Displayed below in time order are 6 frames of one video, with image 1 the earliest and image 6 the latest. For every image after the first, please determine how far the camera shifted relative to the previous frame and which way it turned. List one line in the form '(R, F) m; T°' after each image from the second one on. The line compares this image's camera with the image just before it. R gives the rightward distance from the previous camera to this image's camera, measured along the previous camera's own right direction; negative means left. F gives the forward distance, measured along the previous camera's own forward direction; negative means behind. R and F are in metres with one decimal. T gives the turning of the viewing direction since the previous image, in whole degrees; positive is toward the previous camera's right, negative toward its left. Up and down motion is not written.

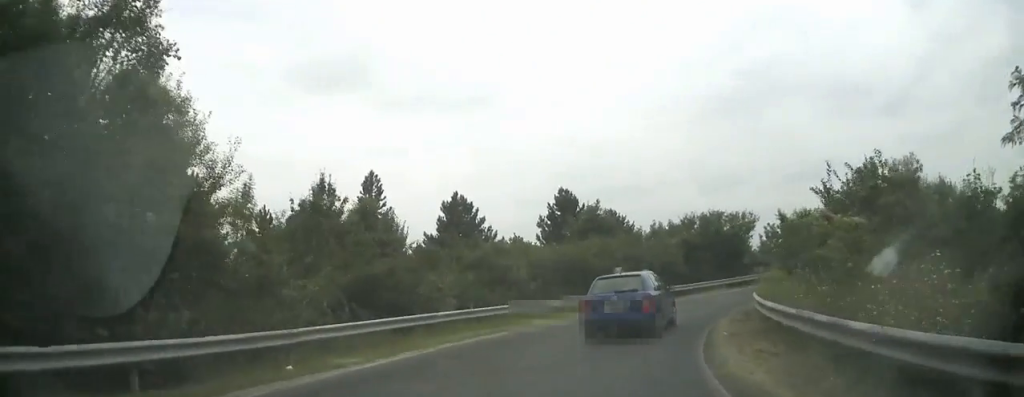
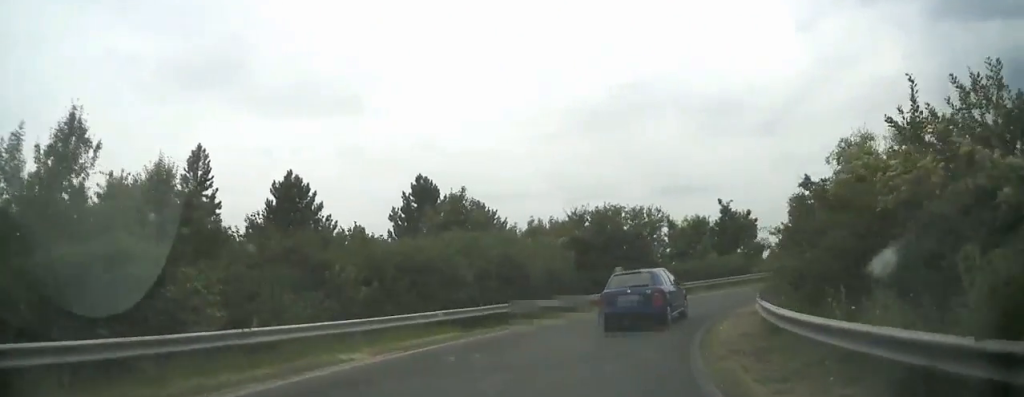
(+1.1, +8.9) m; +12°
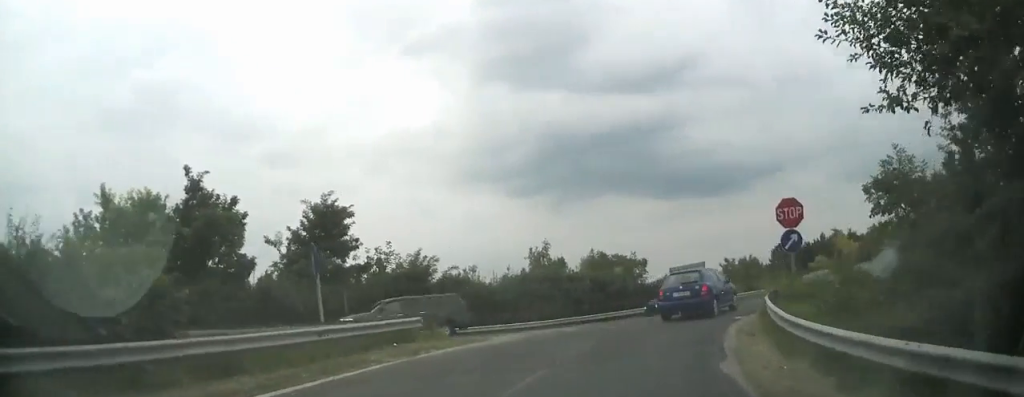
(+13.3, +27.3) m; +52°
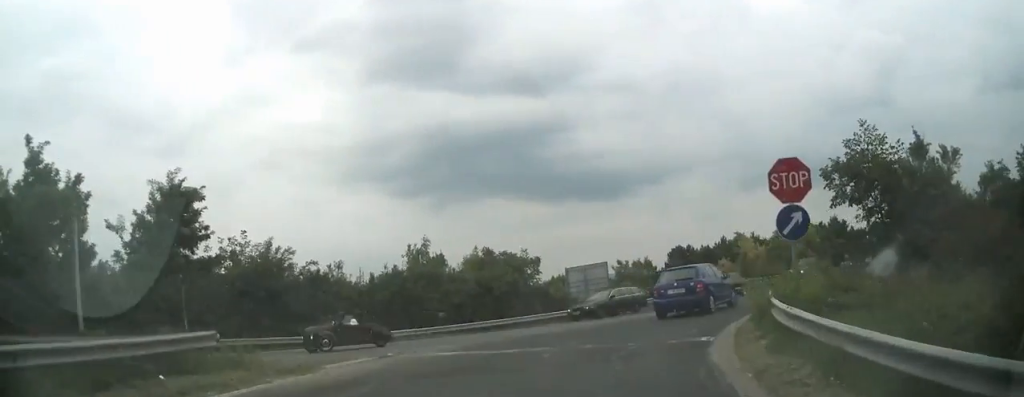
(+0.3, +7.2) m; +4°
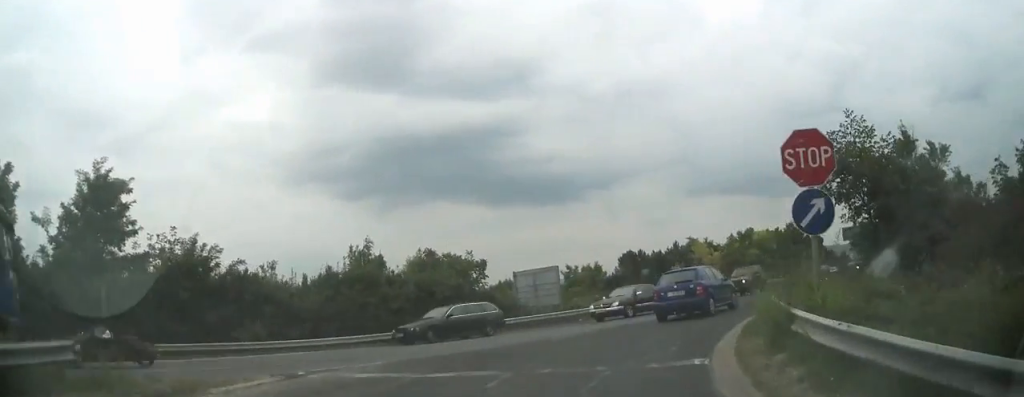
(-0.1, +3.3) m; +2°
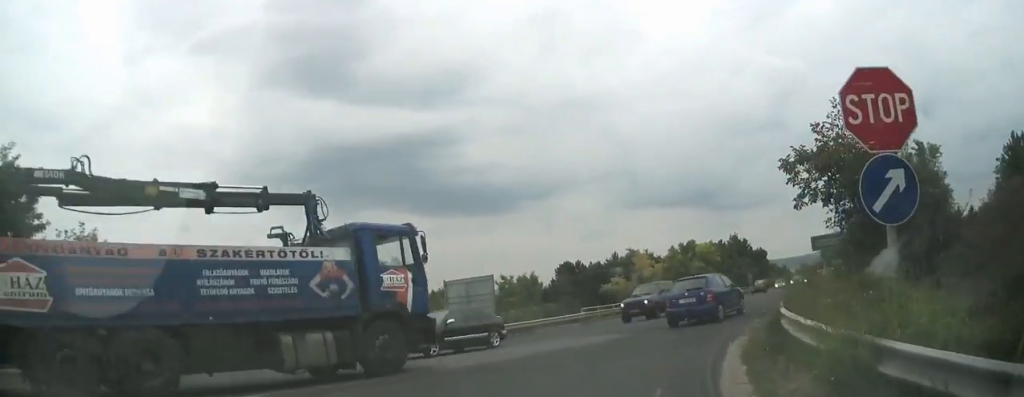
(0.0, +4.5) m; +6°
